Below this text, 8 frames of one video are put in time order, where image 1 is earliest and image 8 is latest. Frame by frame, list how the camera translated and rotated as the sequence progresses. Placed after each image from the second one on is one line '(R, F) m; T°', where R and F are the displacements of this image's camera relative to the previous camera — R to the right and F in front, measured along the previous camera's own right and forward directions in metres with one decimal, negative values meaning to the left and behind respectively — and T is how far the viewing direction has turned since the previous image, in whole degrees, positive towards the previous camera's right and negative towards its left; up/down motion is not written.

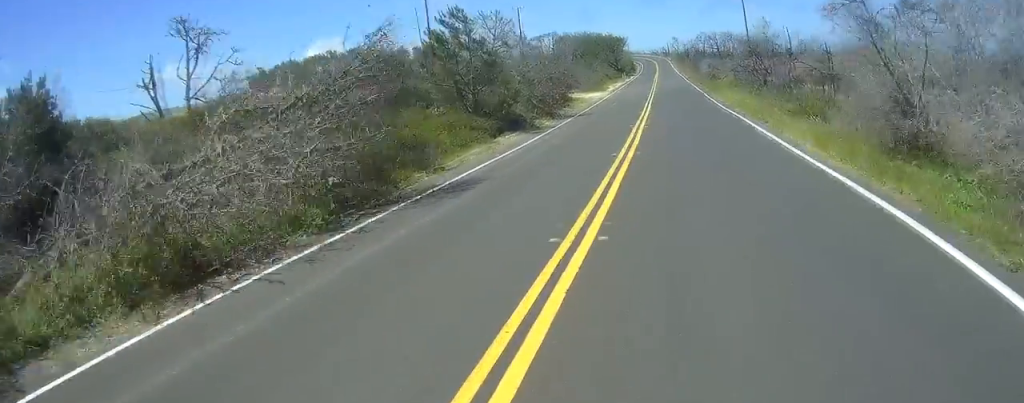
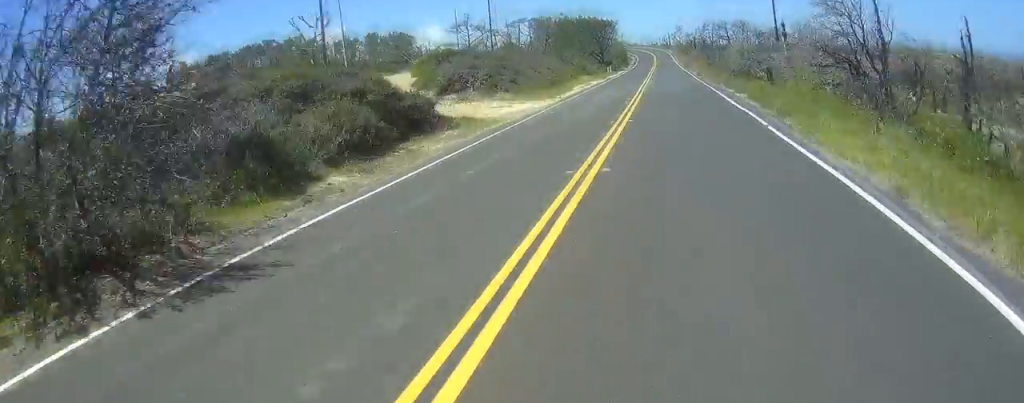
(+0.4, +29.2) m; +1°
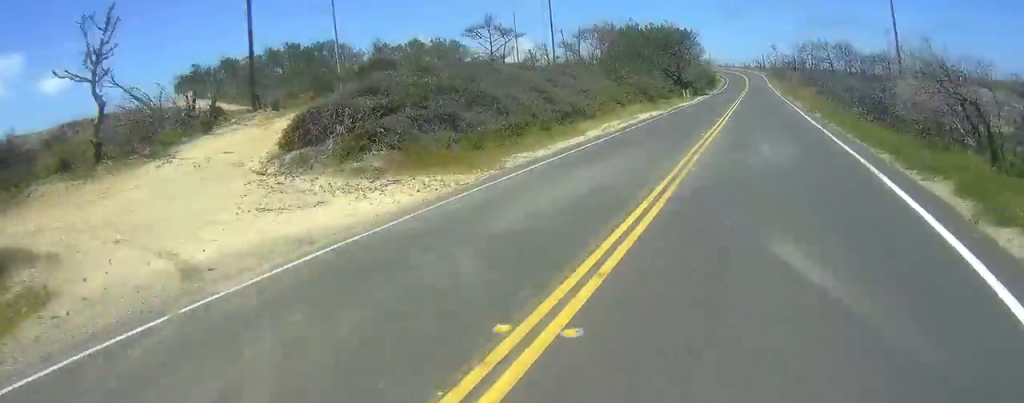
(+0.2, +22.5) m; 0°
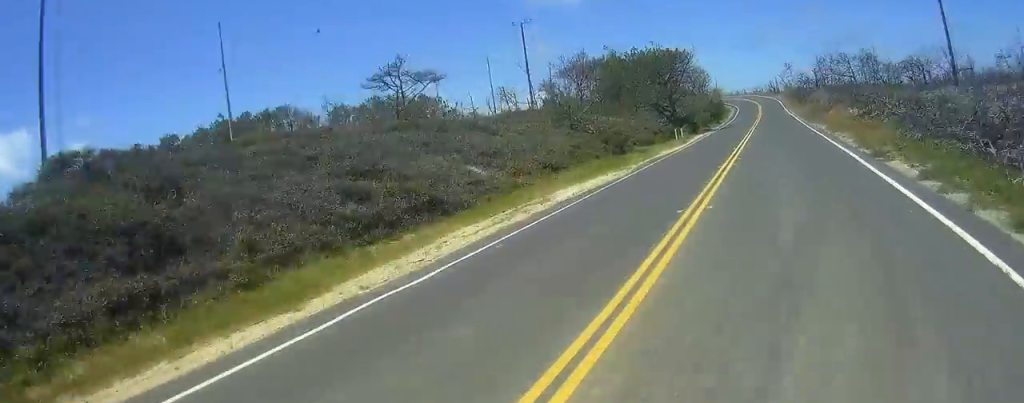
(-0.1, +17.2) m; 0°
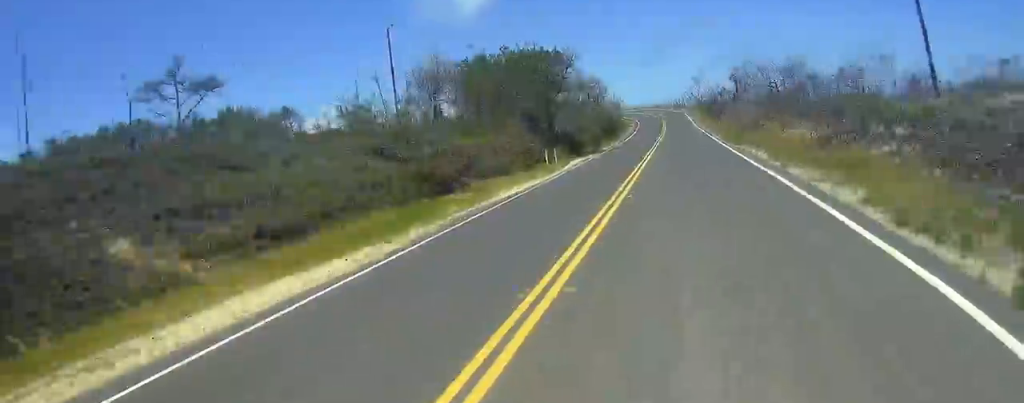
(0.0, +12.8) m; 0°
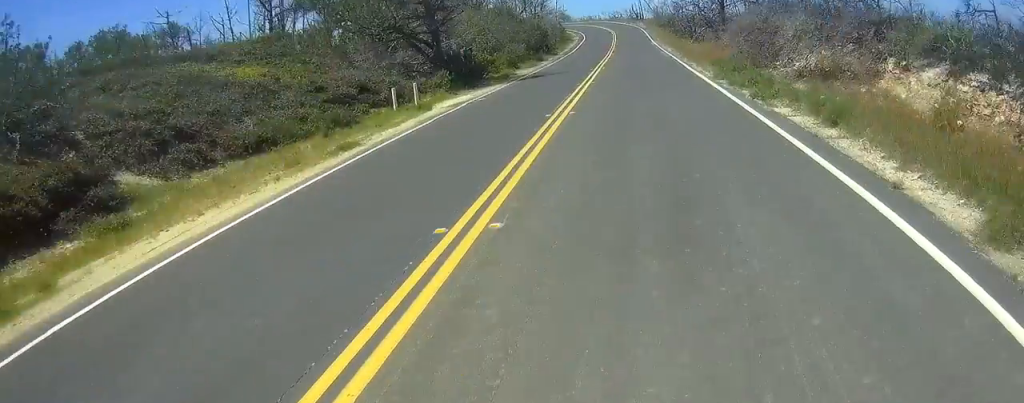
(+0.2, +17.2) m; +1°
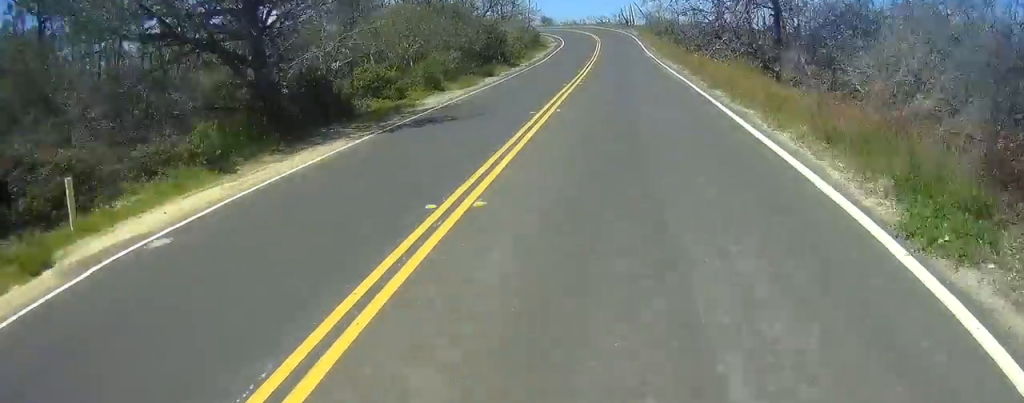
(0.0, +15.6) m; +1°
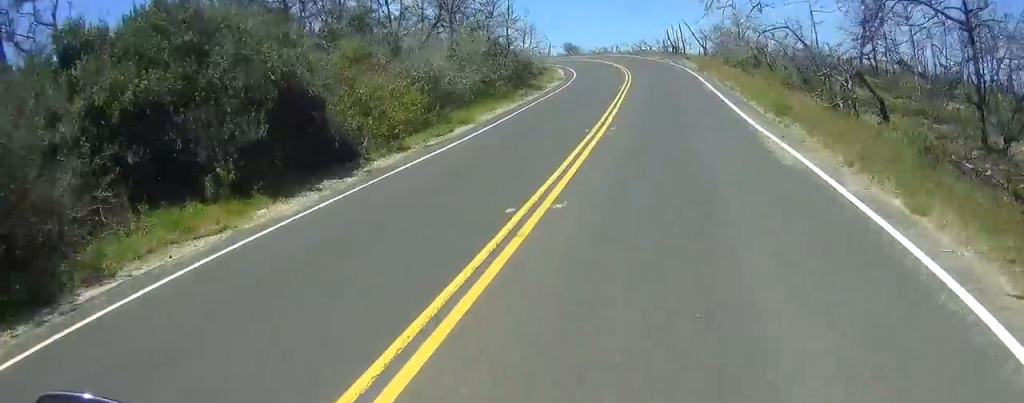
(+0.6, +30.9) m; +1°
